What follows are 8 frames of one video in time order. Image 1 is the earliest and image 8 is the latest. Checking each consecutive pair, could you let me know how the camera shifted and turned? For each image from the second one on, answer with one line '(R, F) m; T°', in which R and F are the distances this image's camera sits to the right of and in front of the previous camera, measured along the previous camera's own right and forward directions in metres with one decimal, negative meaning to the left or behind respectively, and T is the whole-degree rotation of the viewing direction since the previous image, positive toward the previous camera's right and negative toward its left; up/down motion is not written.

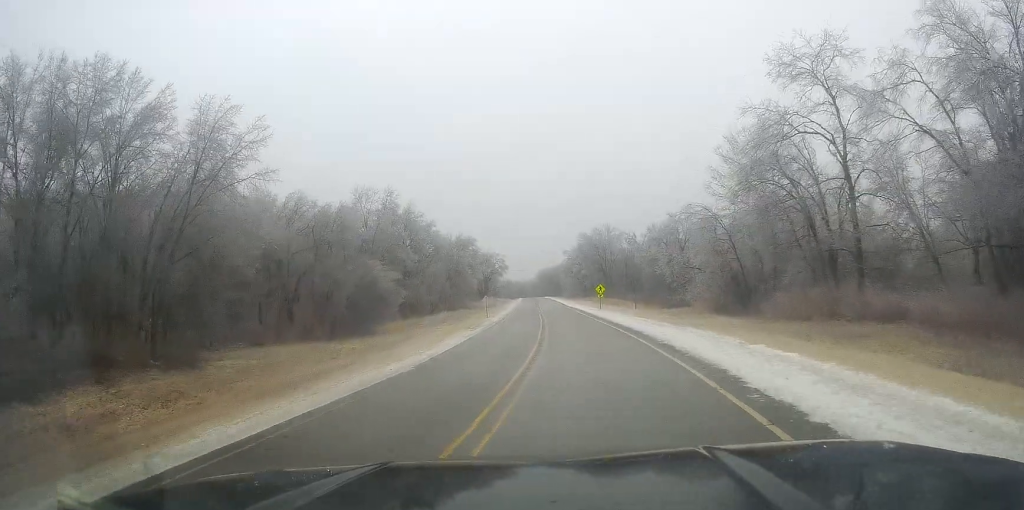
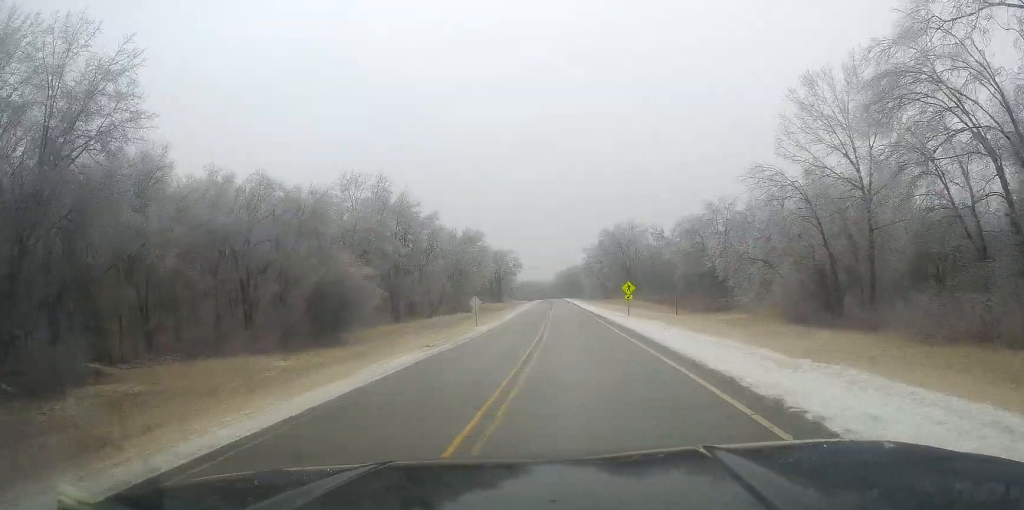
(-0.4, +18.2) m; -5°
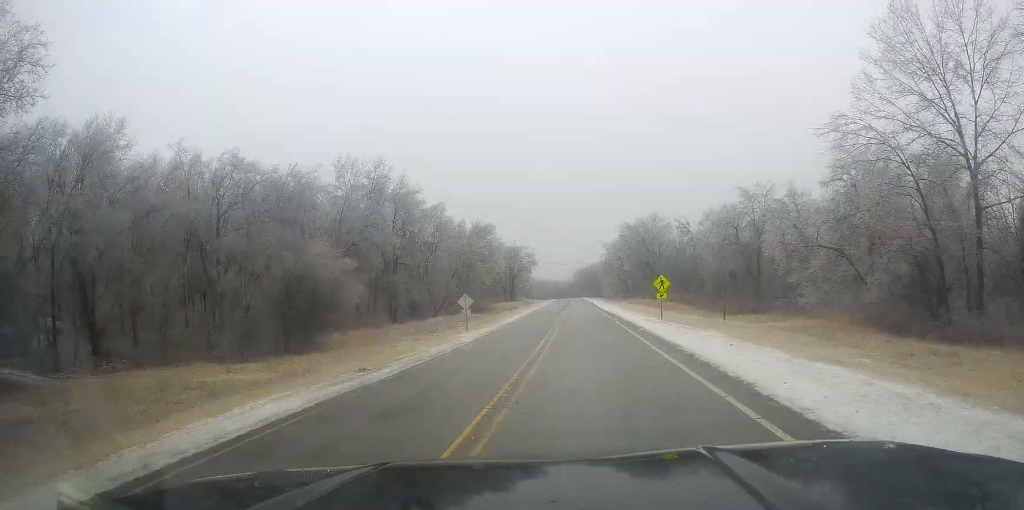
(-0.6, +11.5) m; -3°
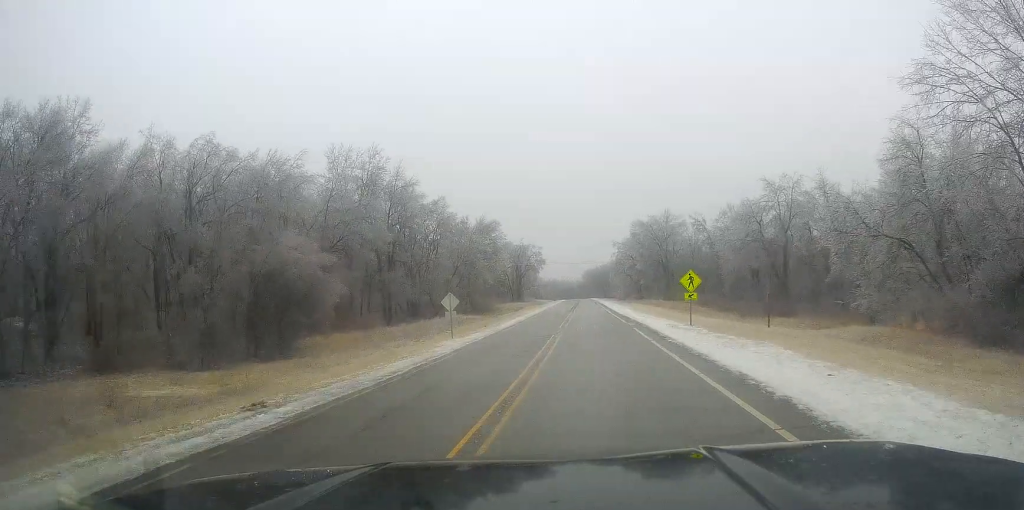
(+0.1, +7.6) m; -1°
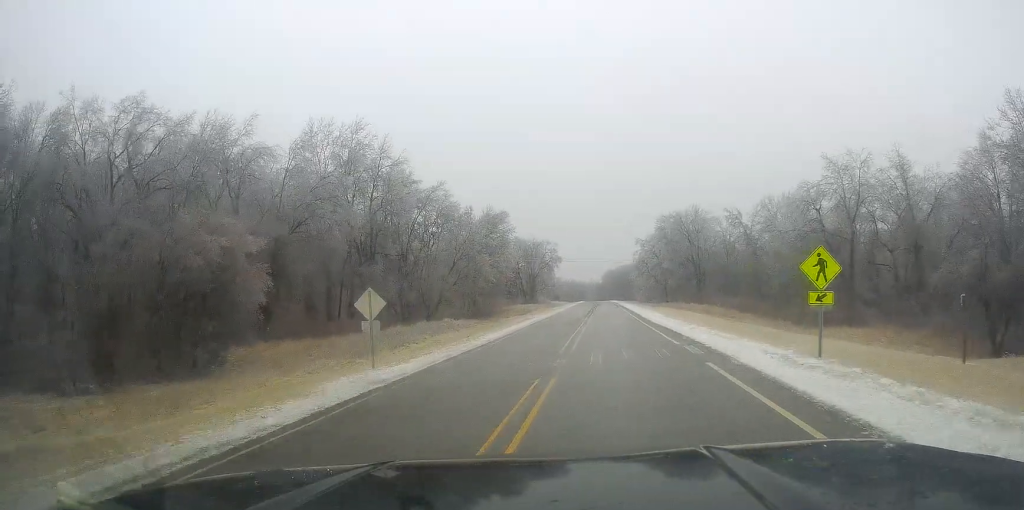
(-0.3, +15.6) m; -1°
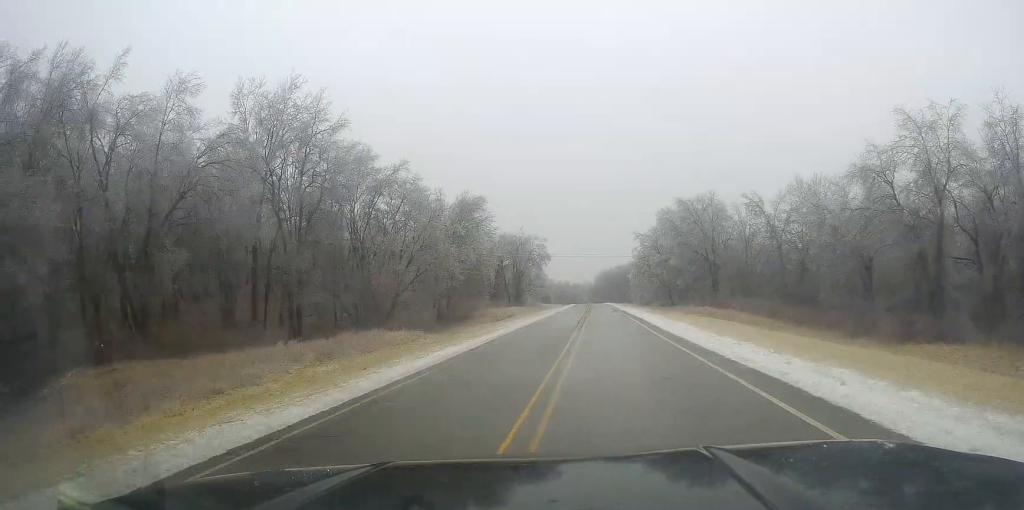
(0.0, +18.7) m; -1°
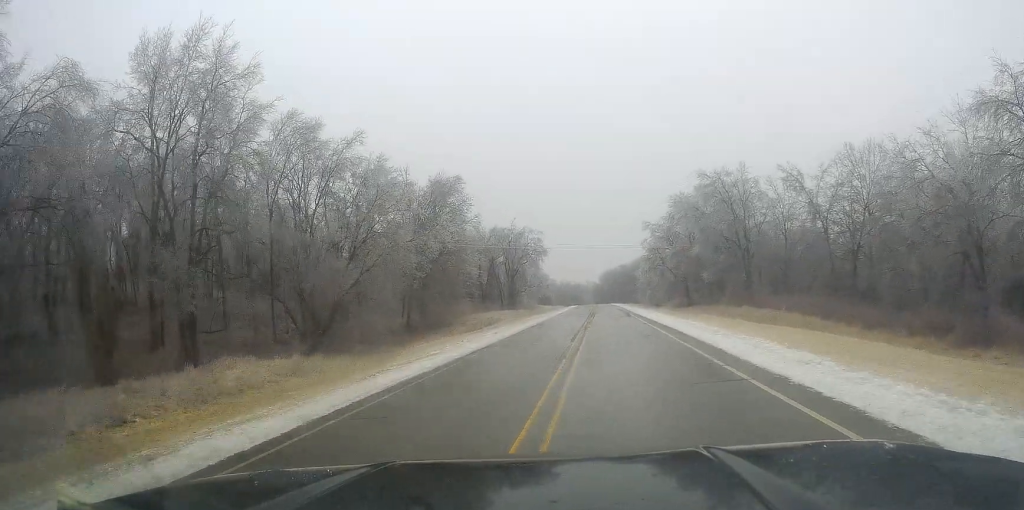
(+0.3, +18.4) m; +3°
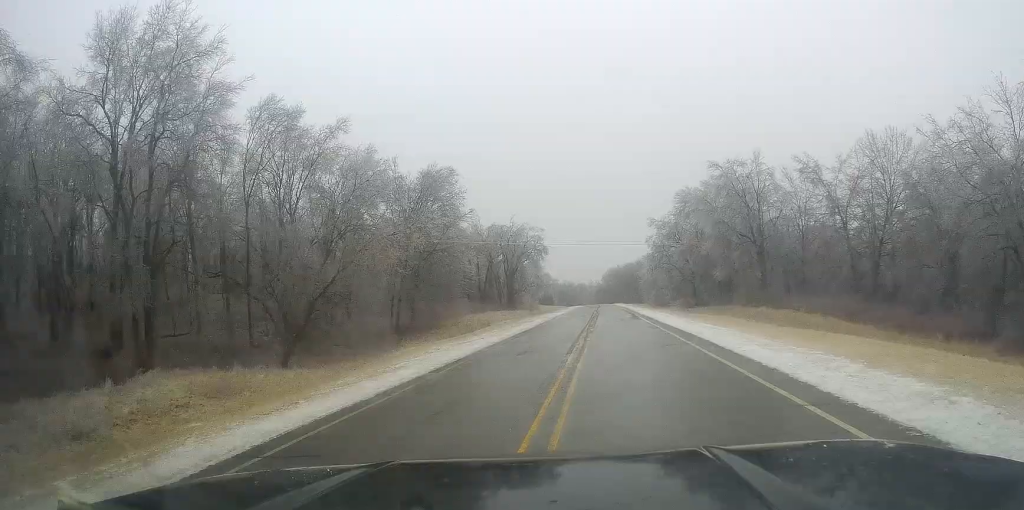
(+0.3, +5.6) m; +1°
